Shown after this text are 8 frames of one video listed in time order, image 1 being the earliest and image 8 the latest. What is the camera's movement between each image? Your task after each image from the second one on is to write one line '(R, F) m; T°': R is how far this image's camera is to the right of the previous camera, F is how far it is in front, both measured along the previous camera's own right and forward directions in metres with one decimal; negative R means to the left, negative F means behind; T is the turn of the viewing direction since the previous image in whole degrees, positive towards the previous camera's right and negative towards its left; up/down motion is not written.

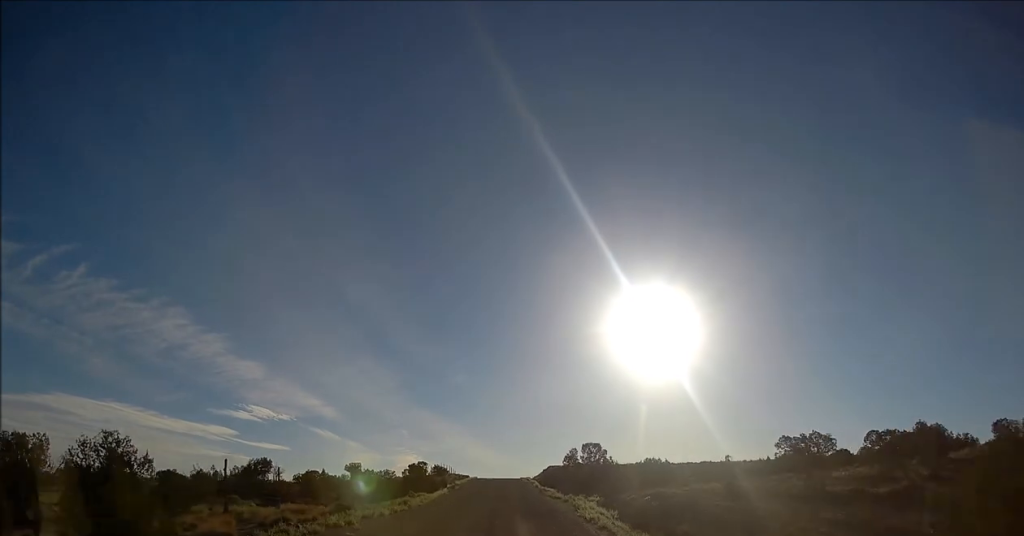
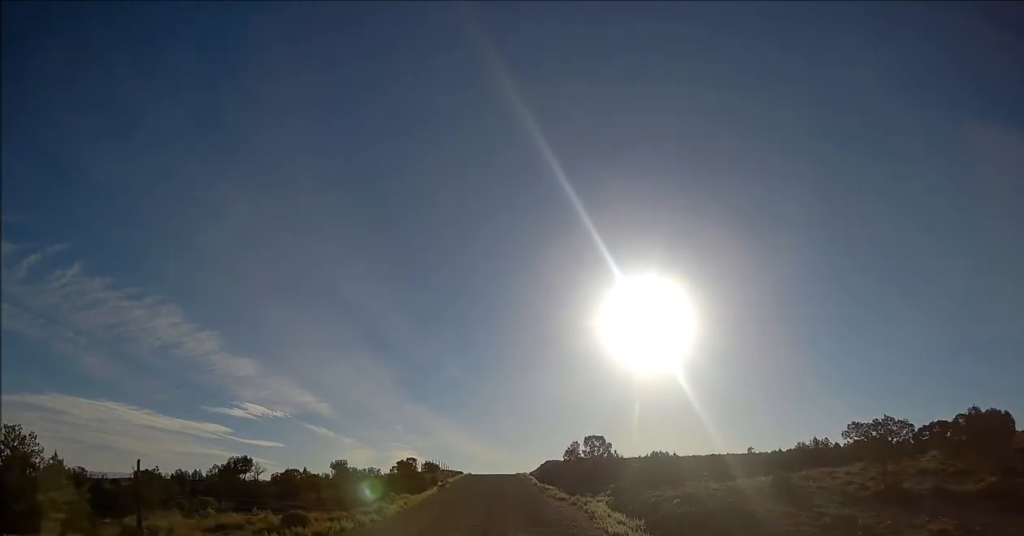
(+0.1, +5.5) m; +1°
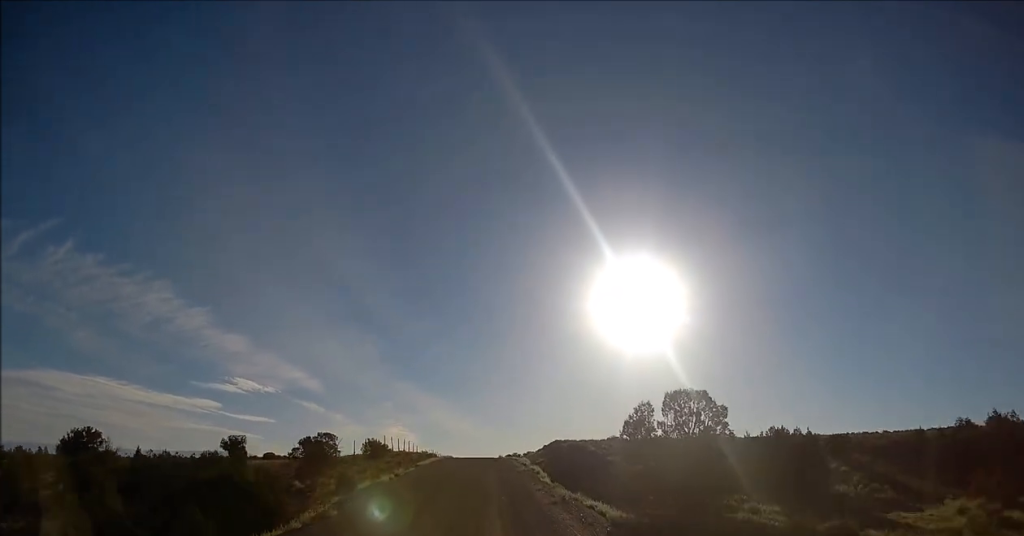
(+0.6, +33.4) m; +1°
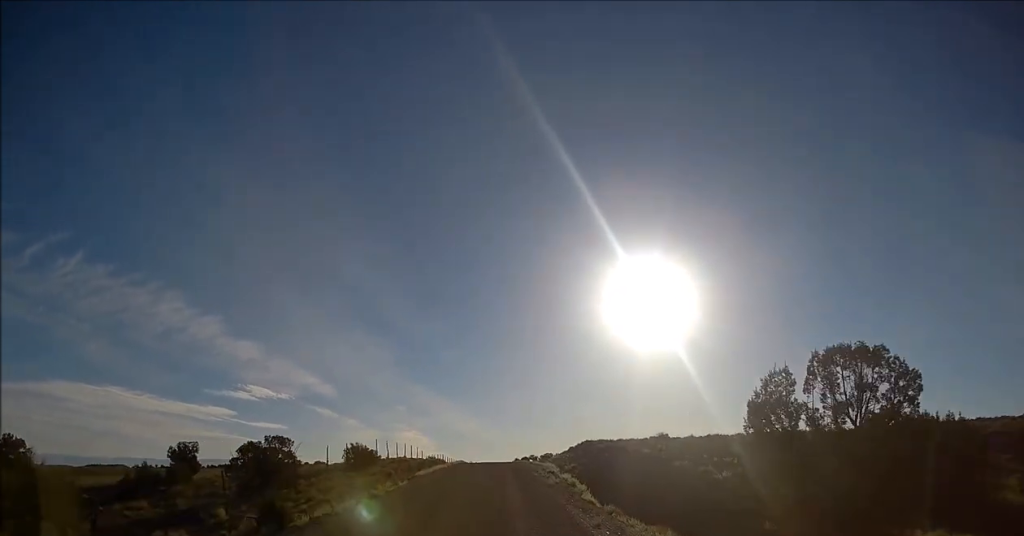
(0.0, +13.5) m; 0°
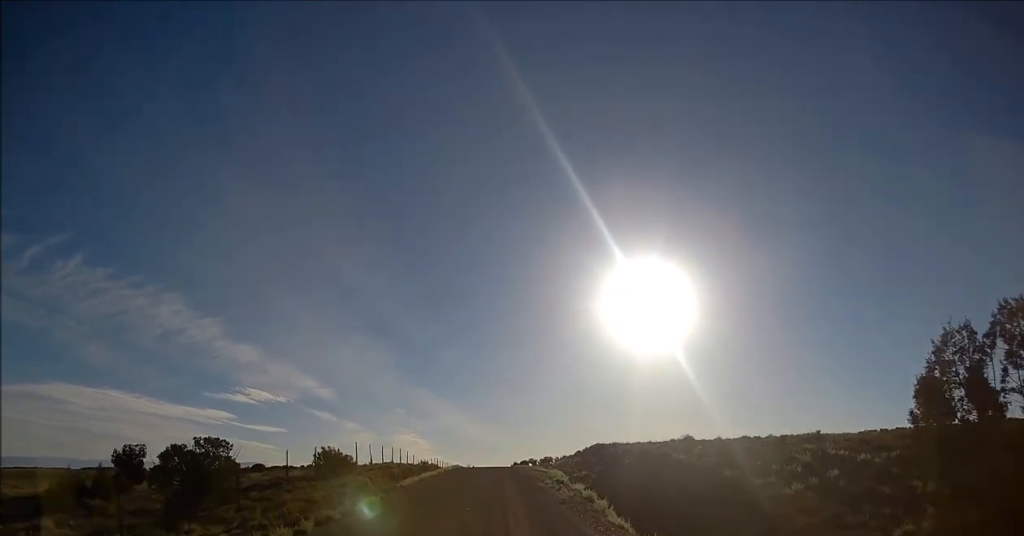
(0.0, +7.8) m; -1°
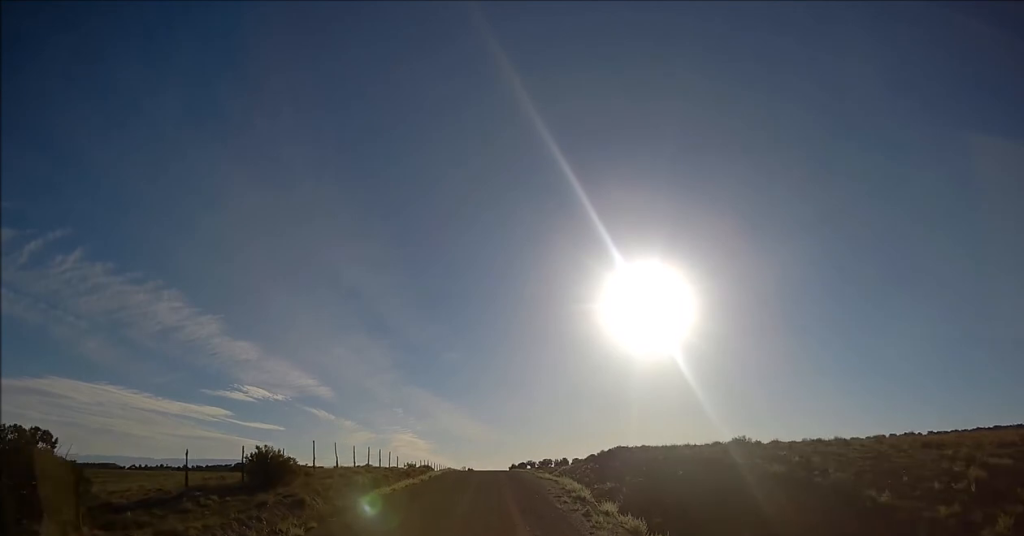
(-0.1, +10.2) m; -1°
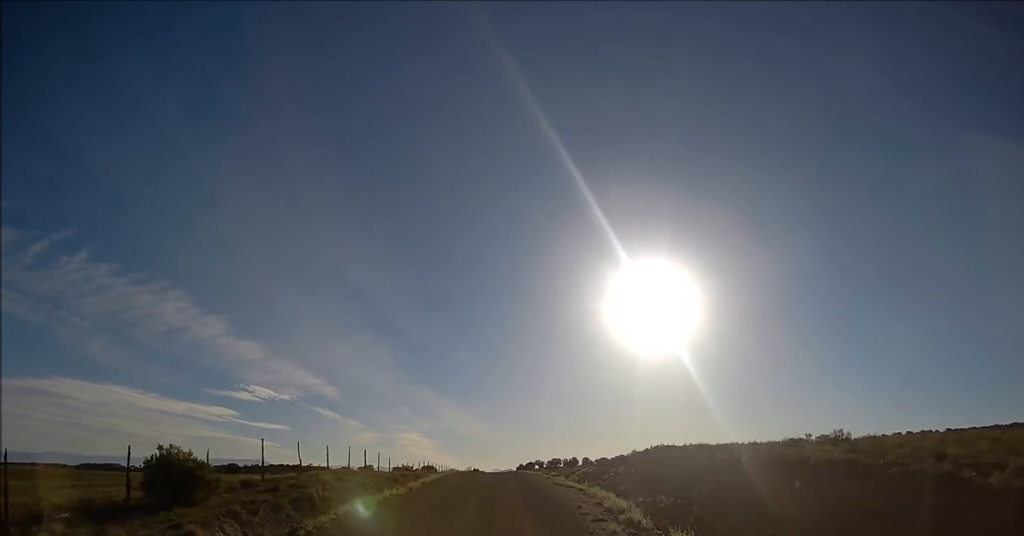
(-0.1, +9.2) m; 0°
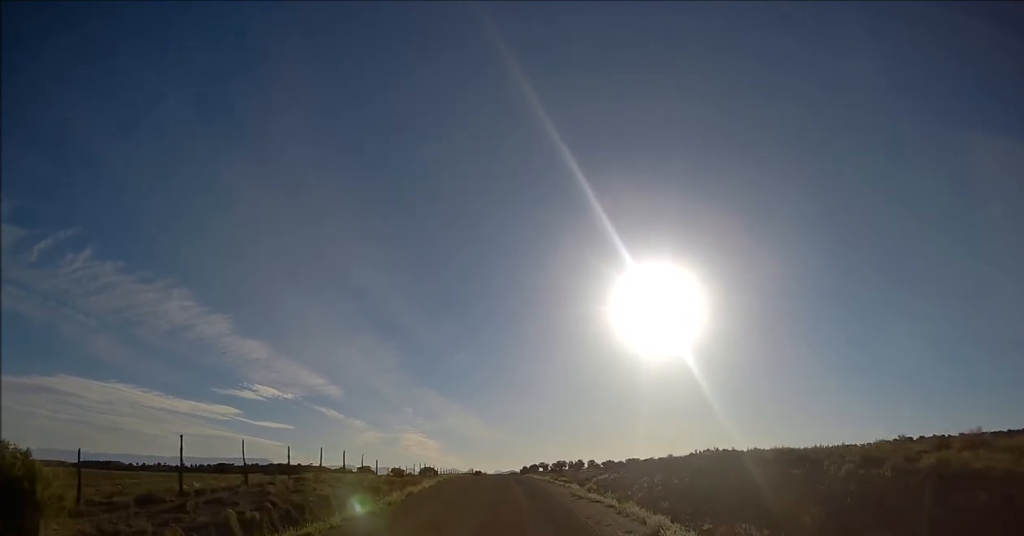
(+0.1, +8.1) m; 0°
